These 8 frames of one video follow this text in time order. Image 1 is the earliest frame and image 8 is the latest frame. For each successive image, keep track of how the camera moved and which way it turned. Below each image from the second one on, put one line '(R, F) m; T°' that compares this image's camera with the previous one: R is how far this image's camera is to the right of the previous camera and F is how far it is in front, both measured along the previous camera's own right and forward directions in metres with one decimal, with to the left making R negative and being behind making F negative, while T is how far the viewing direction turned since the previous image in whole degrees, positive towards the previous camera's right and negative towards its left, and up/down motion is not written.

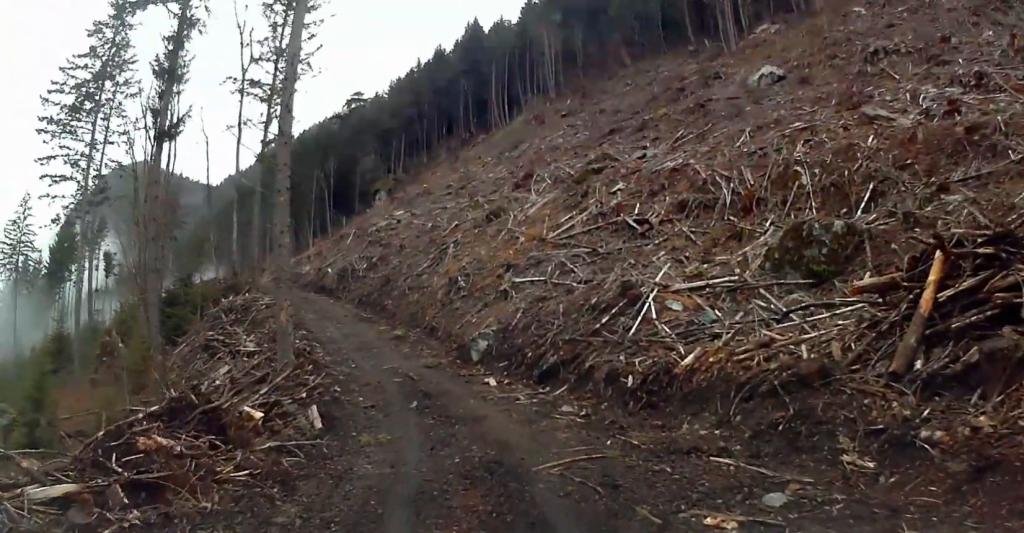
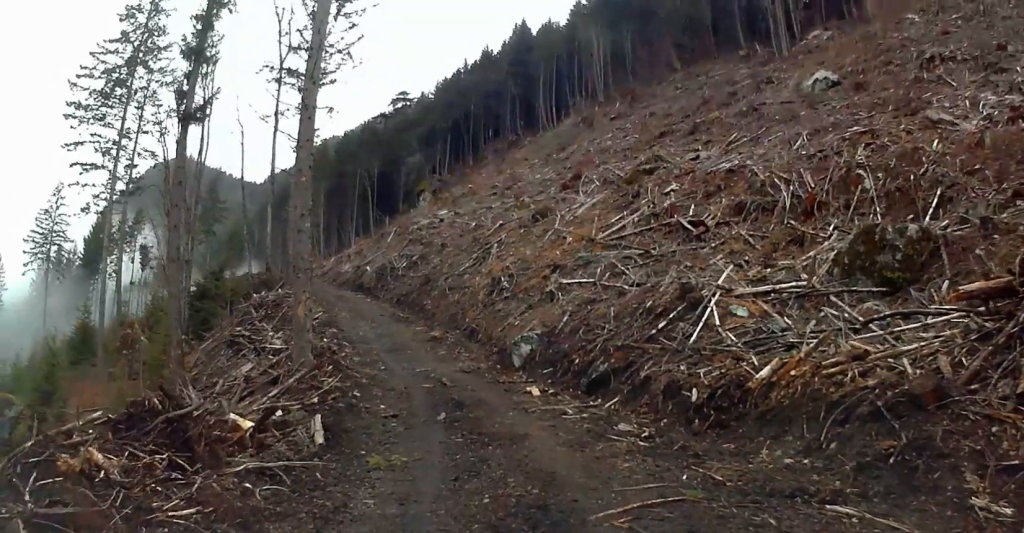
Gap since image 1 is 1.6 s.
(-0.2, +1.9) m; -4°
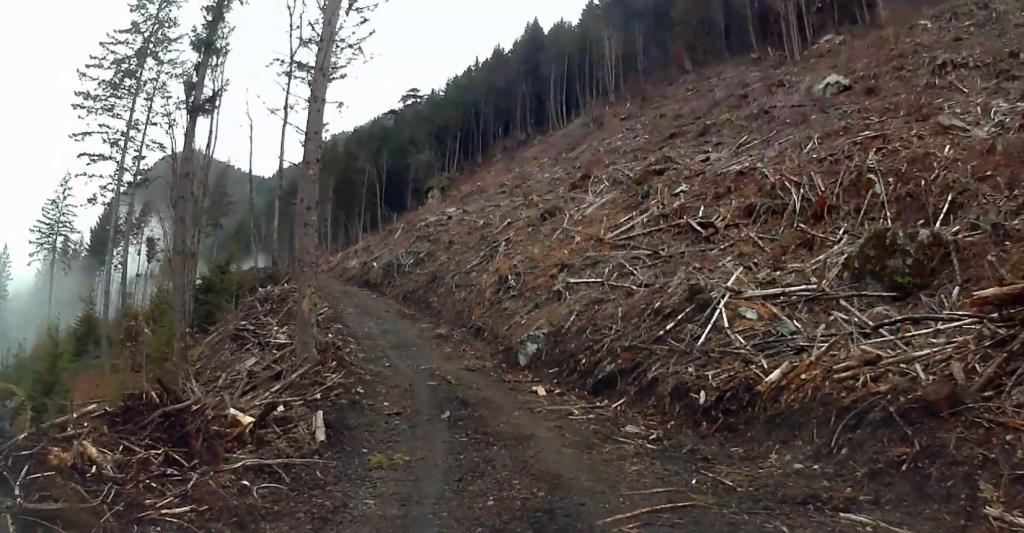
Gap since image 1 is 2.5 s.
(+0.1, +0.8) m; -2°
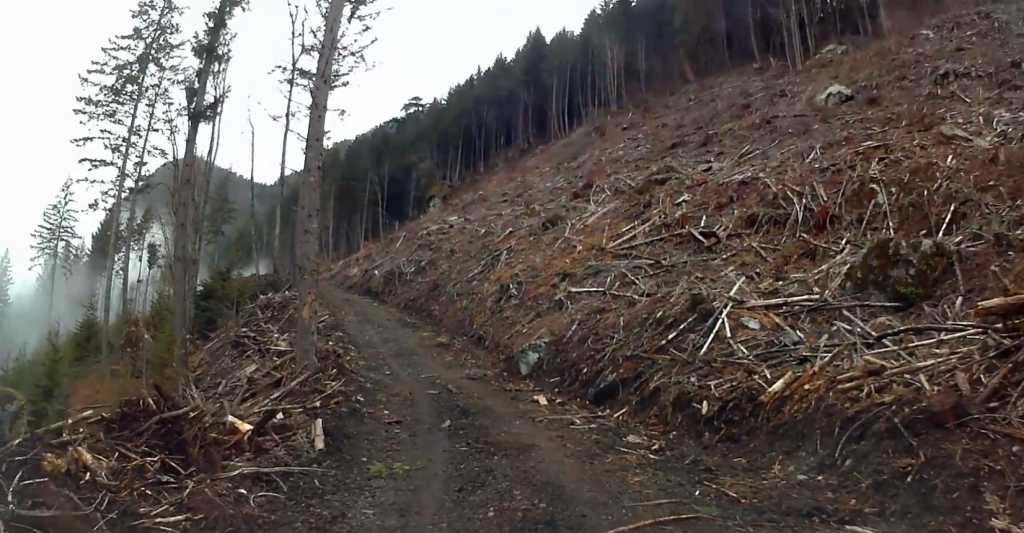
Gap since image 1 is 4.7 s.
(-0.1, +1.8) m; -4°
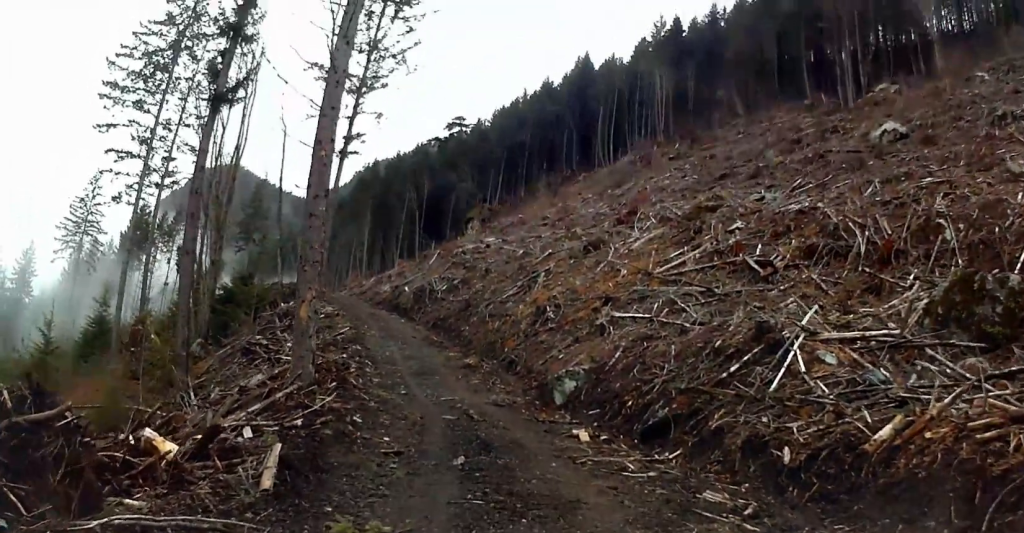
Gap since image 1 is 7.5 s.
(+0.1, +3.0) m; +7°
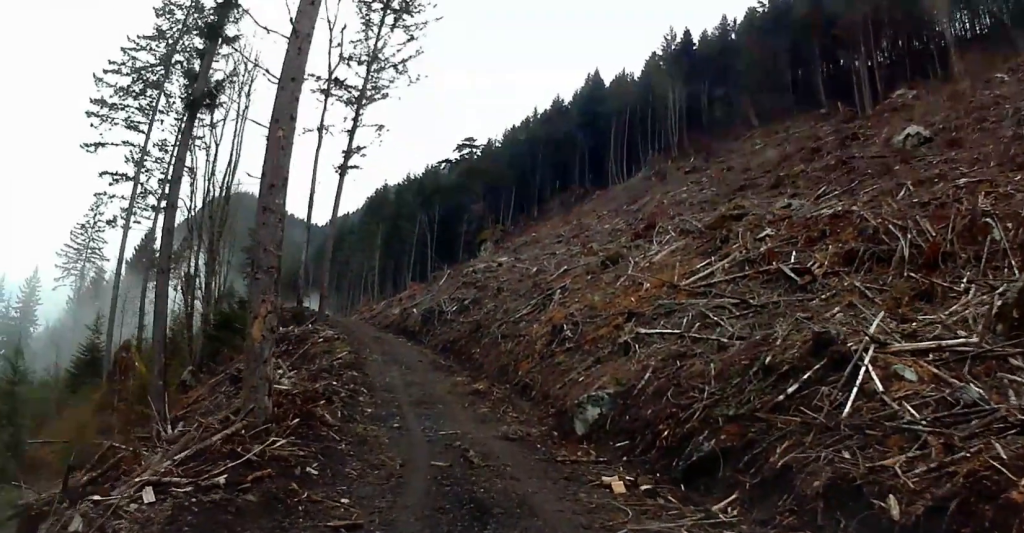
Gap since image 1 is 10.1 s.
(0.0, +3.6) m; -6°
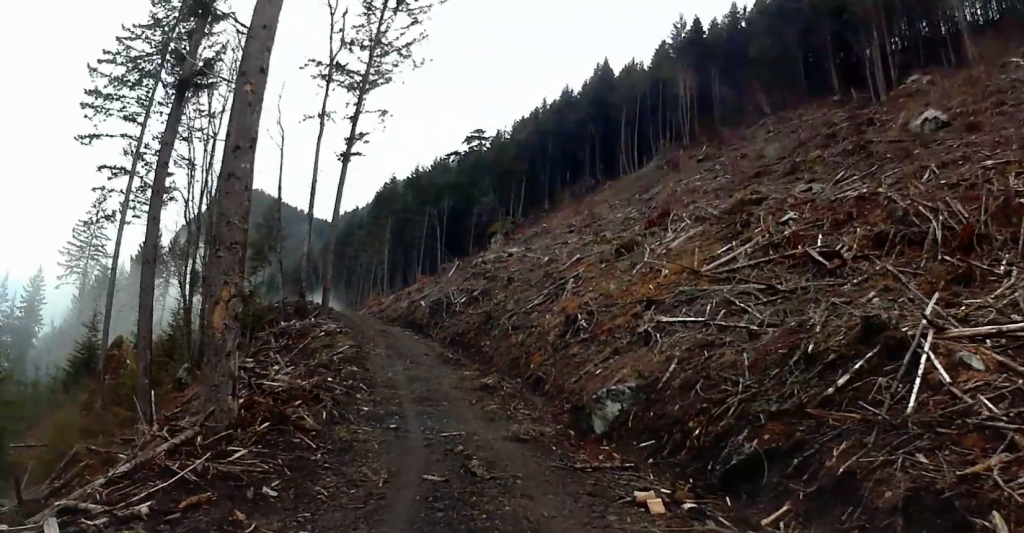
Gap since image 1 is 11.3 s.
(-0.1, +2.2) m; -5°
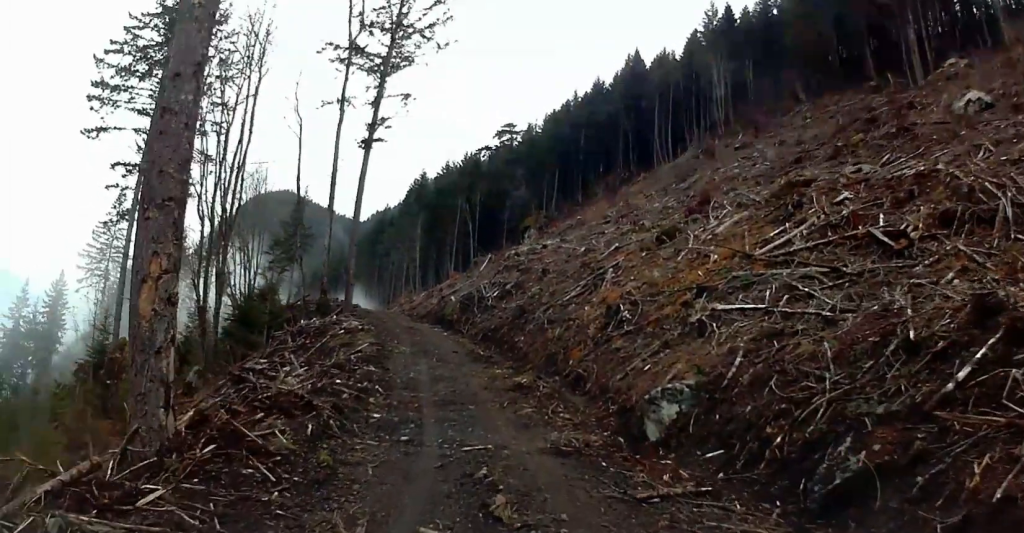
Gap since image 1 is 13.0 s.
(-0.2, +3.6) m; -2°
